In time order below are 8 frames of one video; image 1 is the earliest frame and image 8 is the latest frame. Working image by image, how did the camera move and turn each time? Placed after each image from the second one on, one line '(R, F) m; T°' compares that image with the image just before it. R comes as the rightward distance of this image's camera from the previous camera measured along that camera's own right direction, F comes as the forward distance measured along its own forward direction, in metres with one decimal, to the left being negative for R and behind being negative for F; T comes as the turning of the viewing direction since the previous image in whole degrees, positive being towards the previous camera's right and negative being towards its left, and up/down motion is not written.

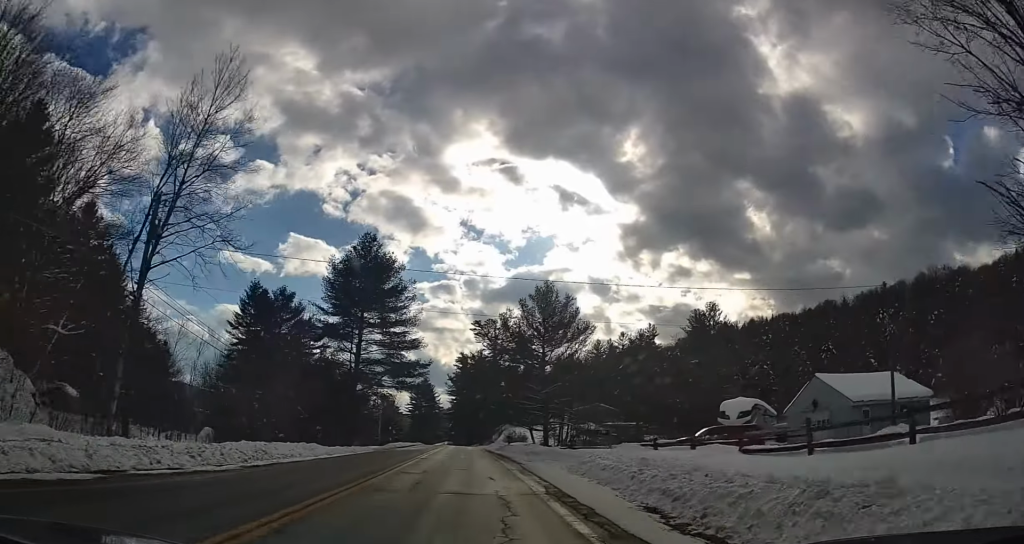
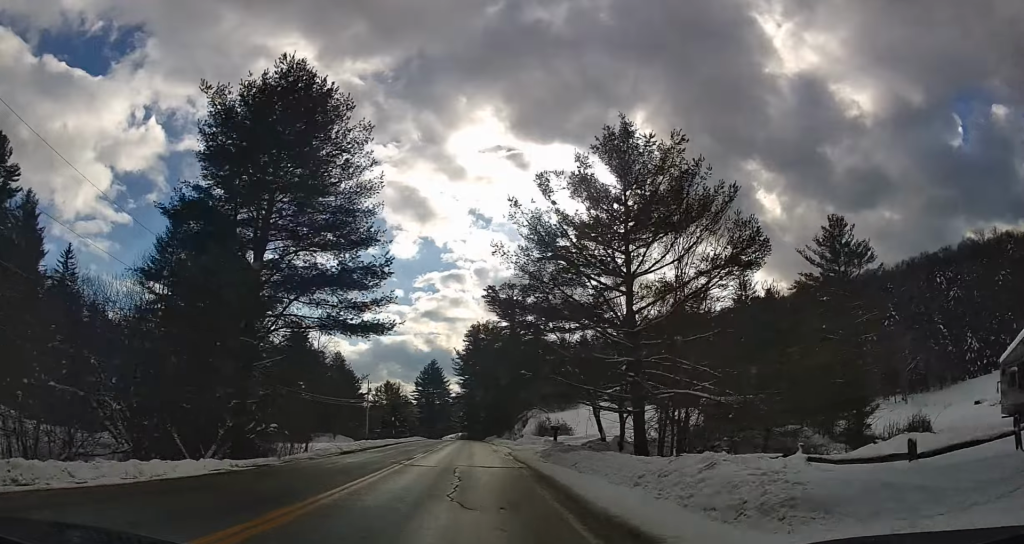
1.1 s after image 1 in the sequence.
(-0.9, +28.4) m; -2°
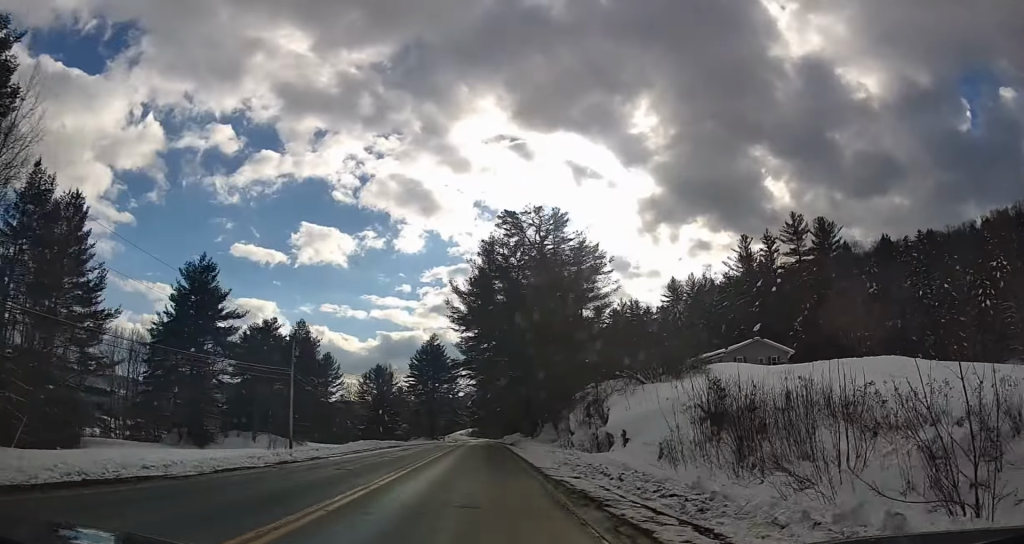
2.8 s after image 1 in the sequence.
(-1.0, +43.6) m; -3°
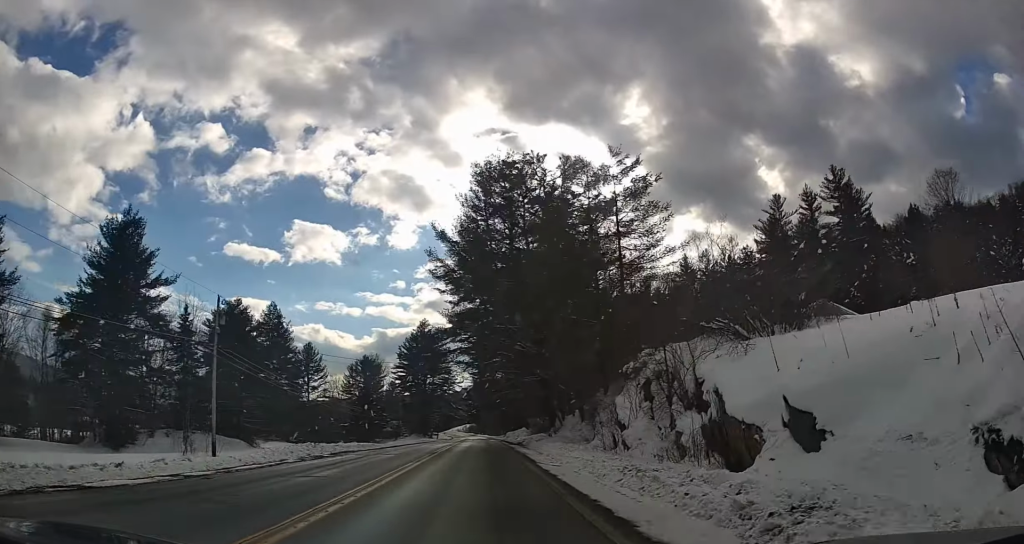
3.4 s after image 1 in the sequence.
(-0.5, +15.4) m; -1°
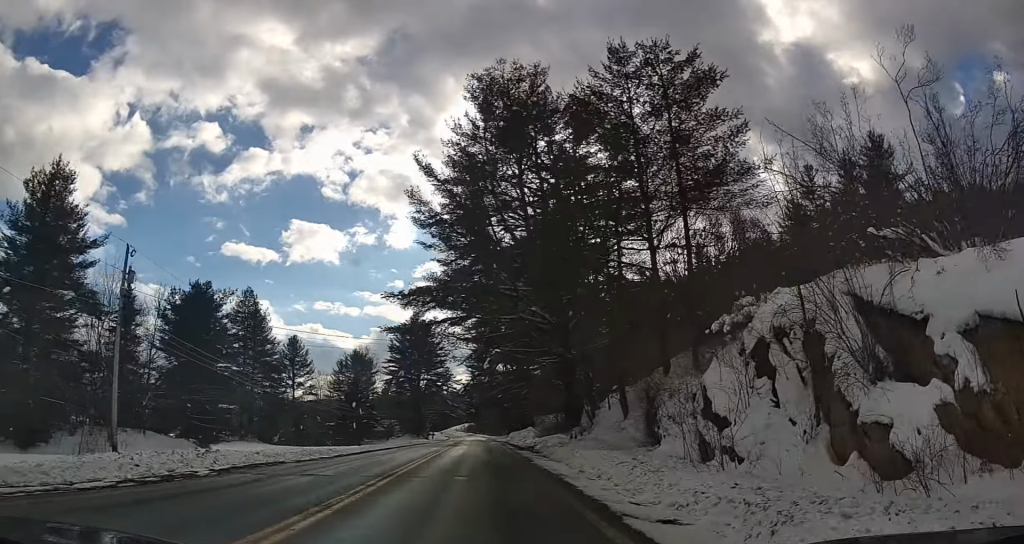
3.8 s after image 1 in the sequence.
(+0.2, +11.1) m; 0°
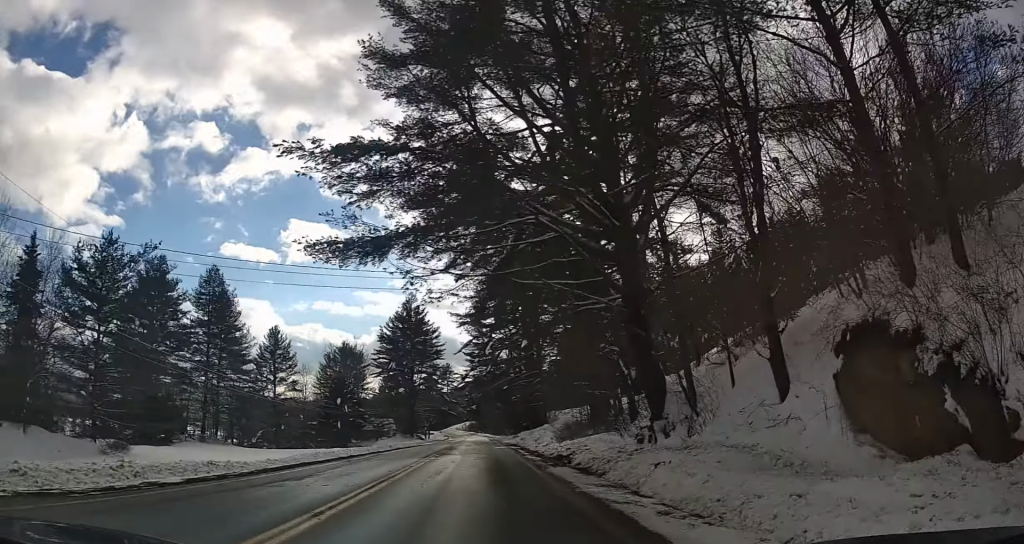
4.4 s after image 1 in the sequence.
(+0.2, +13.6) m; 0°
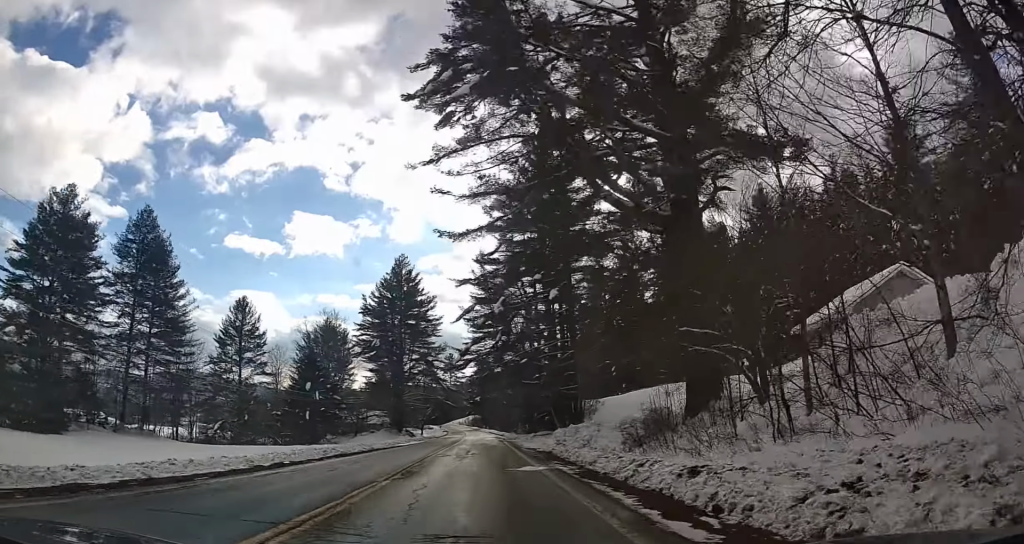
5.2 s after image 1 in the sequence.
(-0.2, +20.8) m; -1°
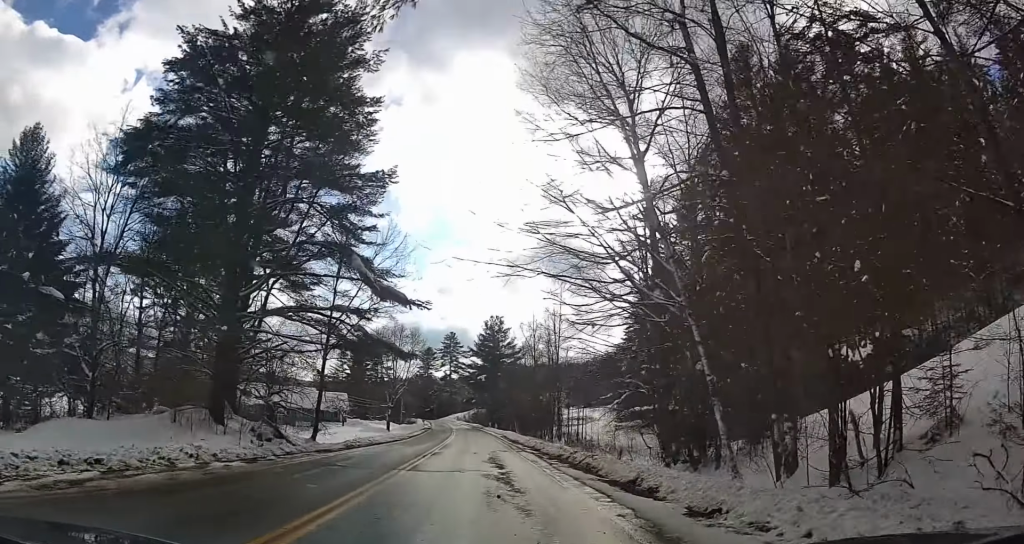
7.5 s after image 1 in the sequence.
(+0.3, +60.7) m; 0°
